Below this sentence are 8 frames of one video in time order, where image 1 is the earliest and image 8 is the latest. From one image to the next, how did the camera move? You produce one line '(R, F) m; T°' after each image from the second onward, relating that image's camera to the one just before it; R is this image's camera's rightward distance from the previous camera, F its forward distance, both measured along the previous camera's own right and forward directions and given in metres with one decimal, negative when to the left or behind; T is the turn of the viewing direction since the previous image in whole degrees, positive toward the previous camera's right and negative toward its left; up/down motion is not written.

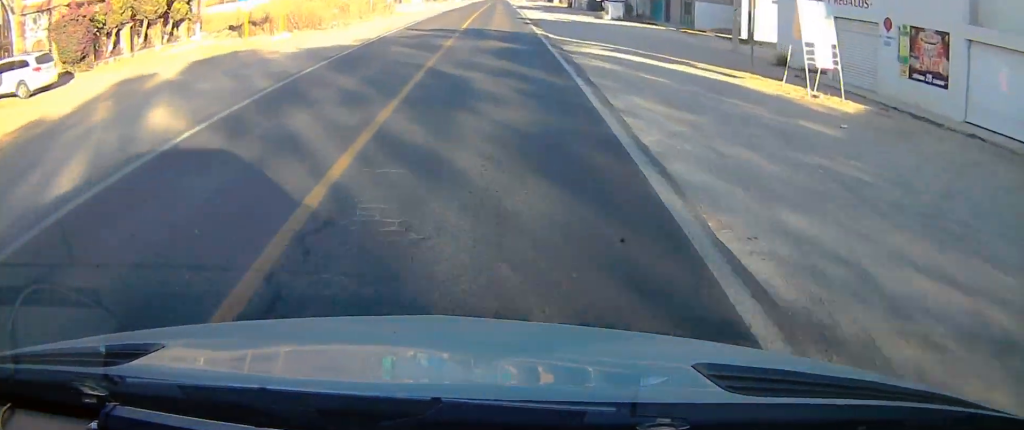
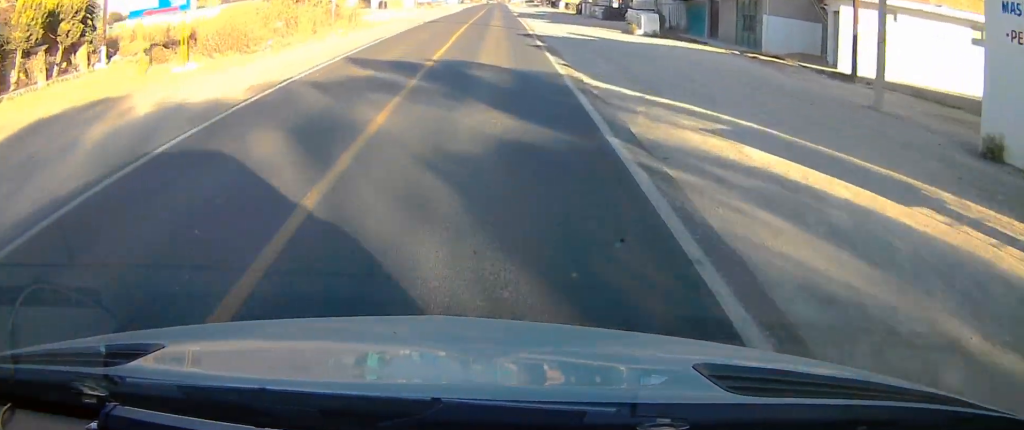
(+0.3, +11.9) m; +1°
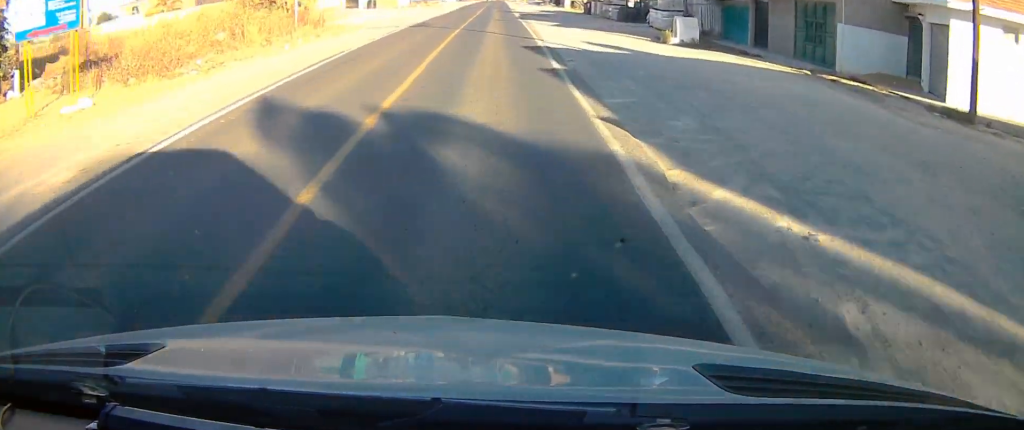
(+0.1, +7.6) m; 0°
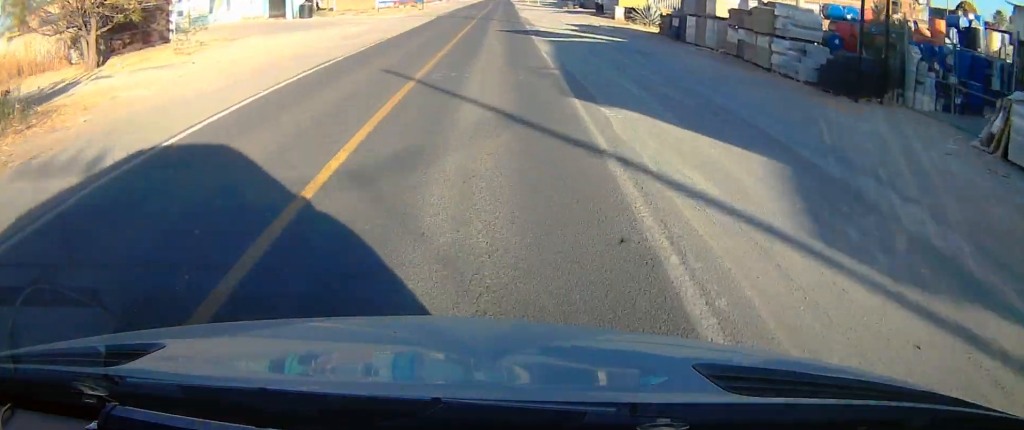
(-0.8, +31.4) m; -1°
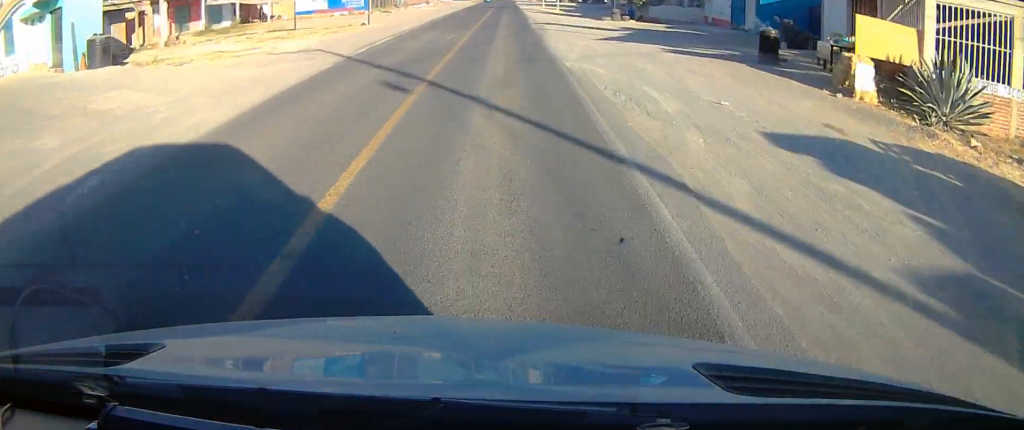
(+1.0, +30.5) m; 0°
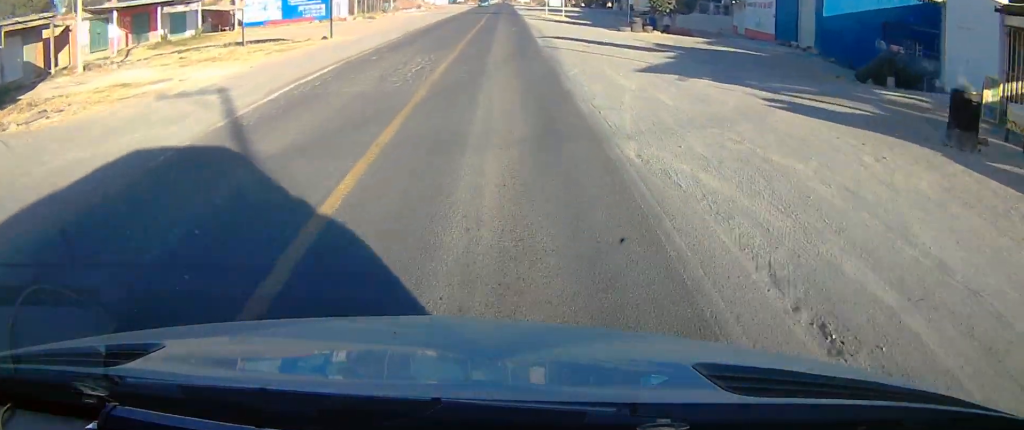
(-0.2, +8.4) m; -1°
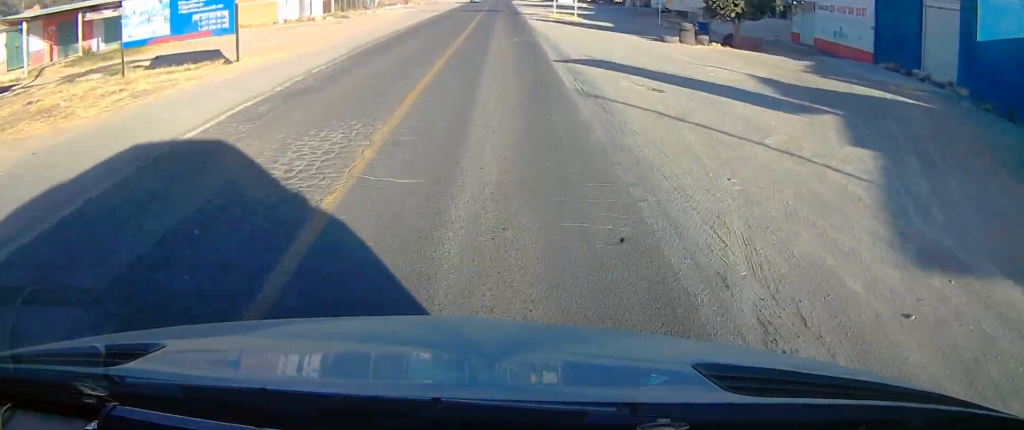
(-0.2, +11.2) m; -1°
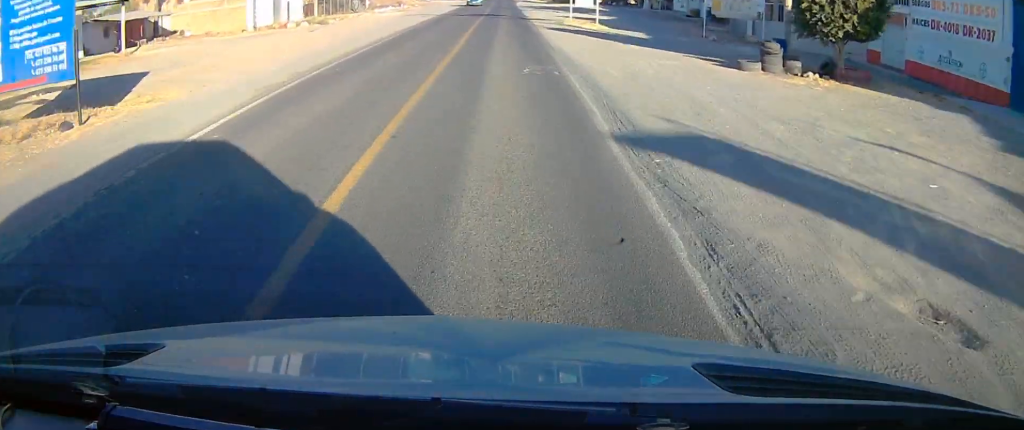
(0.0, +9.2) m; 0°
